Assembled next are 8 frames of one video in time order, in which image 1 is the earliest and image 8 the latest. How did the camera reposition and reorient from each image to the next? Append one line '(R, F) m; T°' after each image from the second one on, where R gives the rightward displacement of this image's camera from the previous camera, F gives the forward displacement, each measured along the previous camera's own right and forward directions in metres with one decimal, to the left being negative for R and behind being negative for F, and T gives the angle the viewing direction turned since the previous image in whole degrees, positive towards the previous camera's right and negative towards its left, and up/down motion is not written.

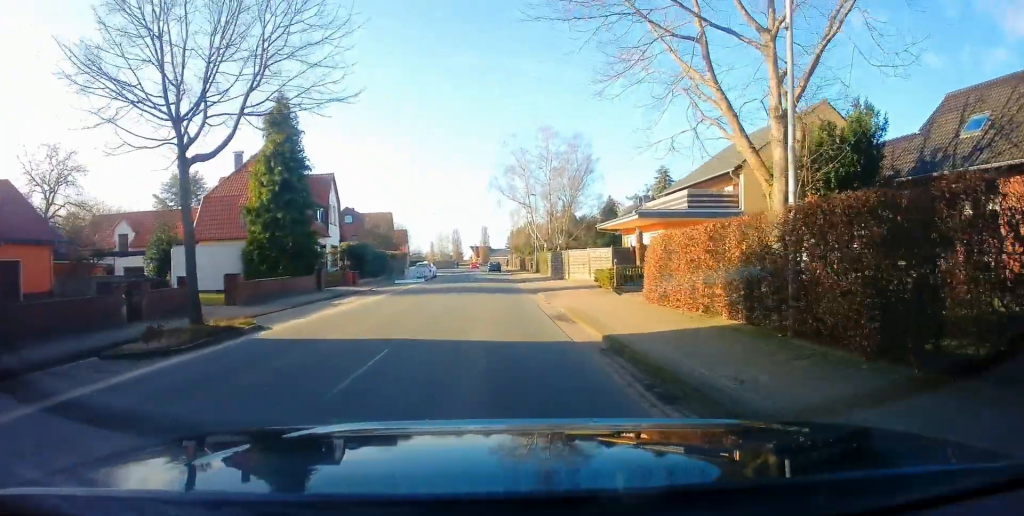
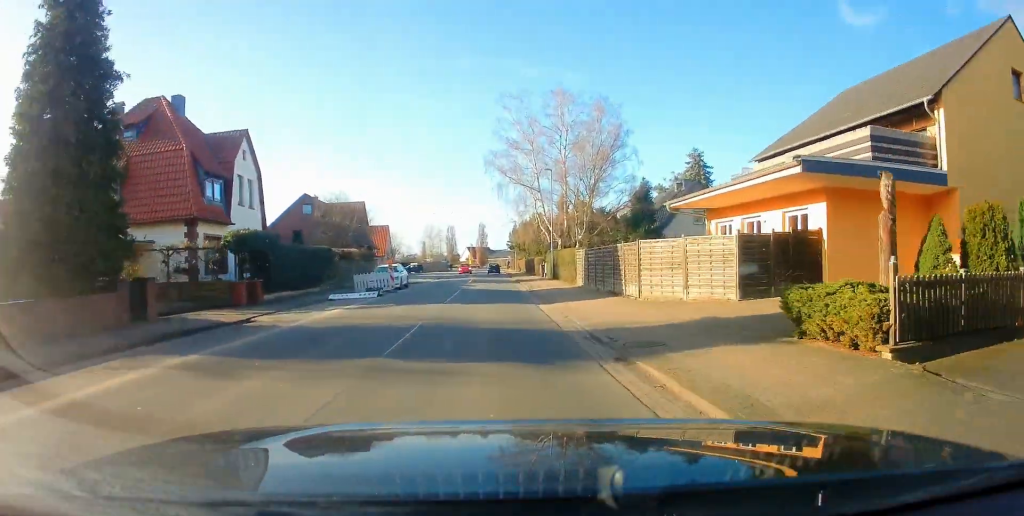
(-0.4, +16.6) m; 0°
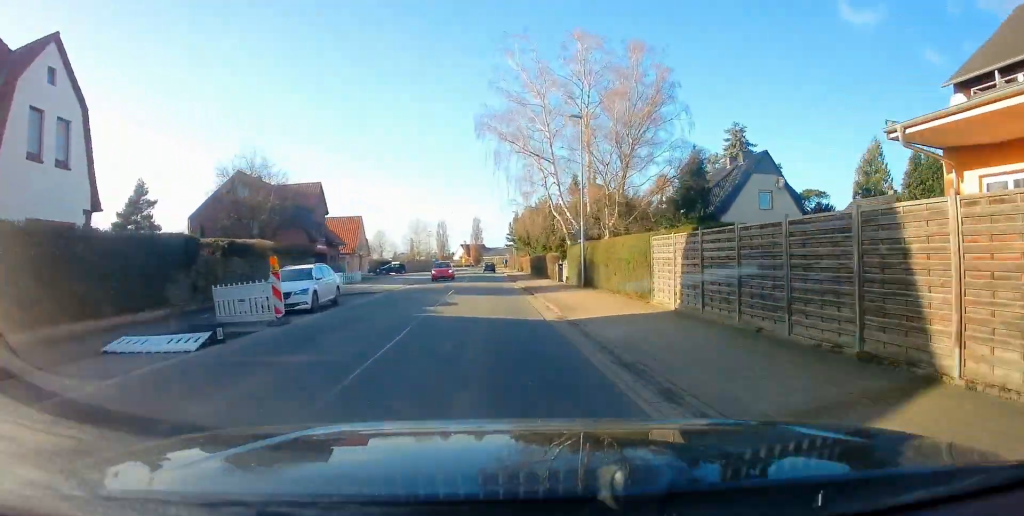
(+0.5, +15.2) m; +2°
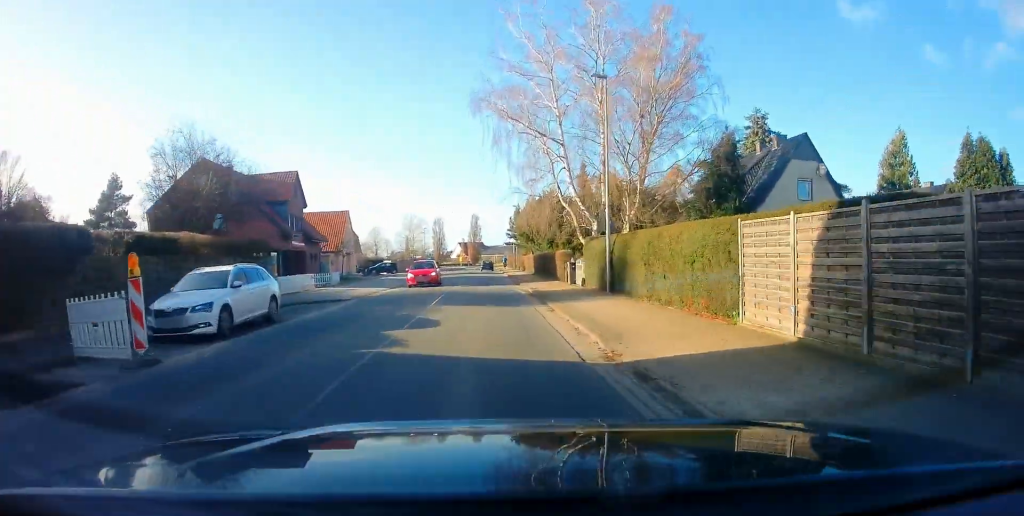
(+0.1, +5.9) m; 0°
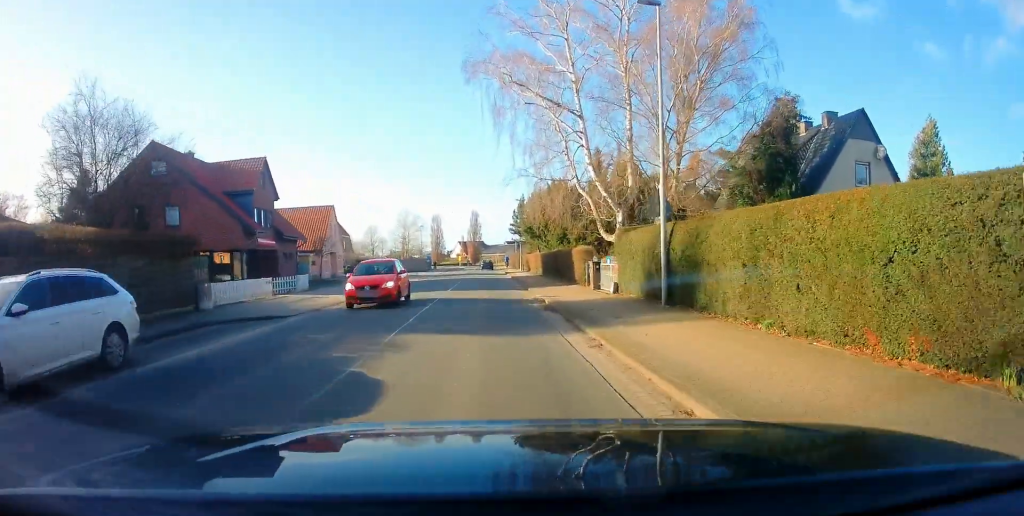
(0.0, +6.5) m; -1°
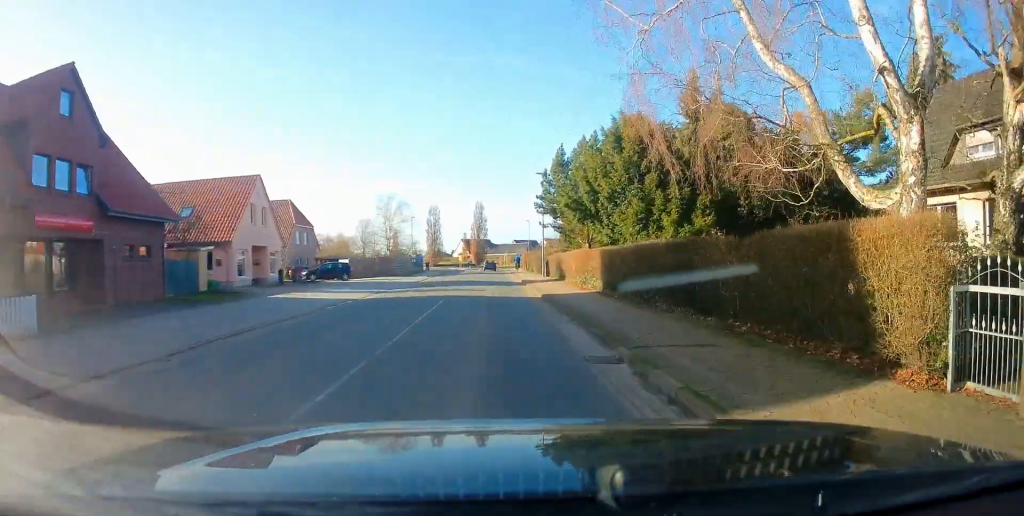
(-0.7, +20.6) m; -1°
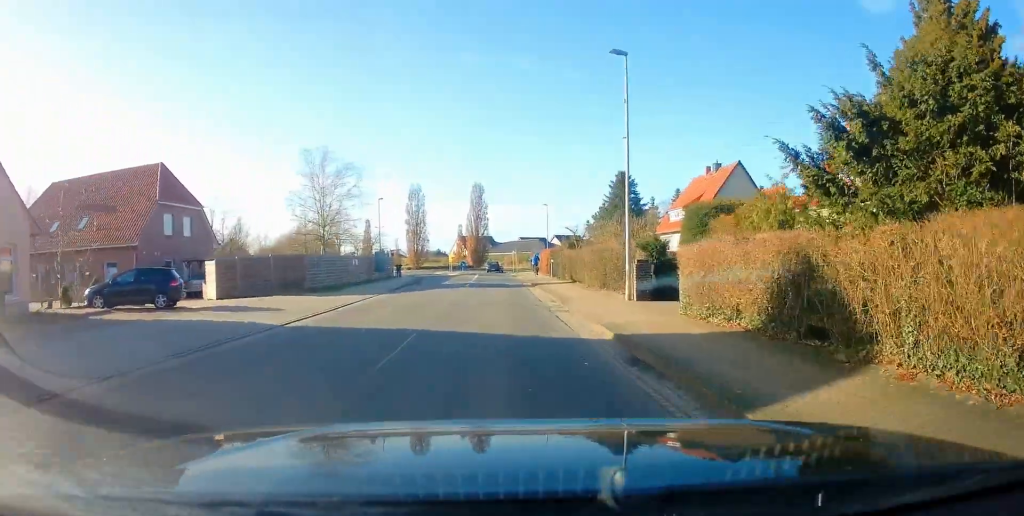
(-0.1, +26.7) m; -2°
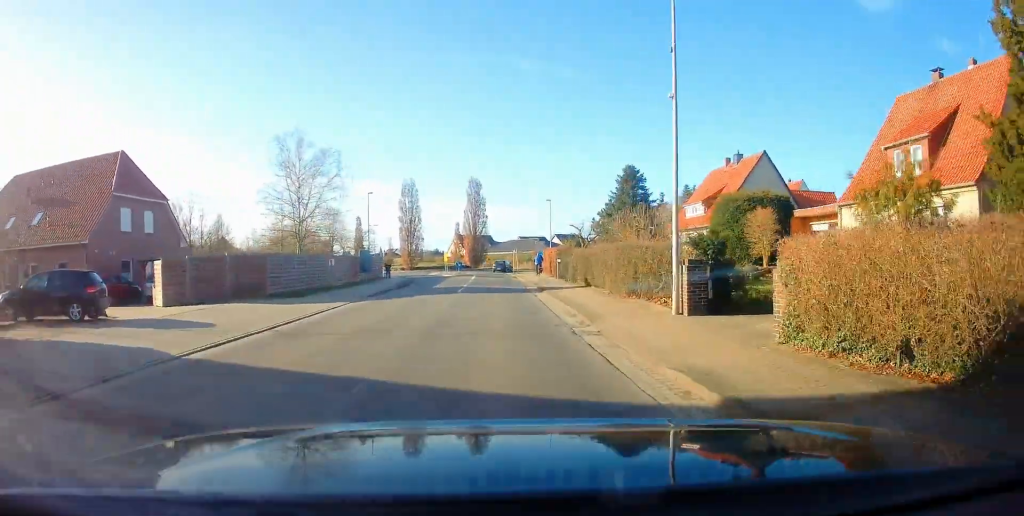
(0.0, +4.7) m; +1°
